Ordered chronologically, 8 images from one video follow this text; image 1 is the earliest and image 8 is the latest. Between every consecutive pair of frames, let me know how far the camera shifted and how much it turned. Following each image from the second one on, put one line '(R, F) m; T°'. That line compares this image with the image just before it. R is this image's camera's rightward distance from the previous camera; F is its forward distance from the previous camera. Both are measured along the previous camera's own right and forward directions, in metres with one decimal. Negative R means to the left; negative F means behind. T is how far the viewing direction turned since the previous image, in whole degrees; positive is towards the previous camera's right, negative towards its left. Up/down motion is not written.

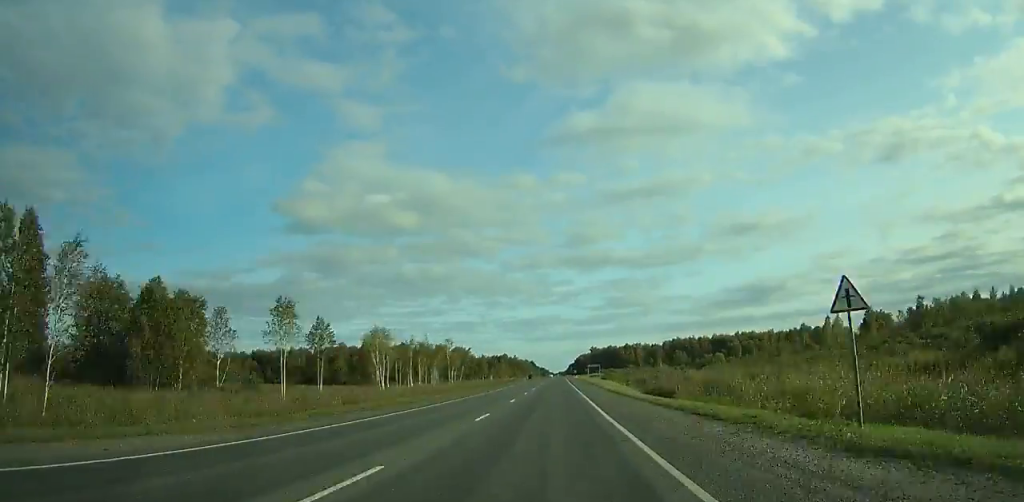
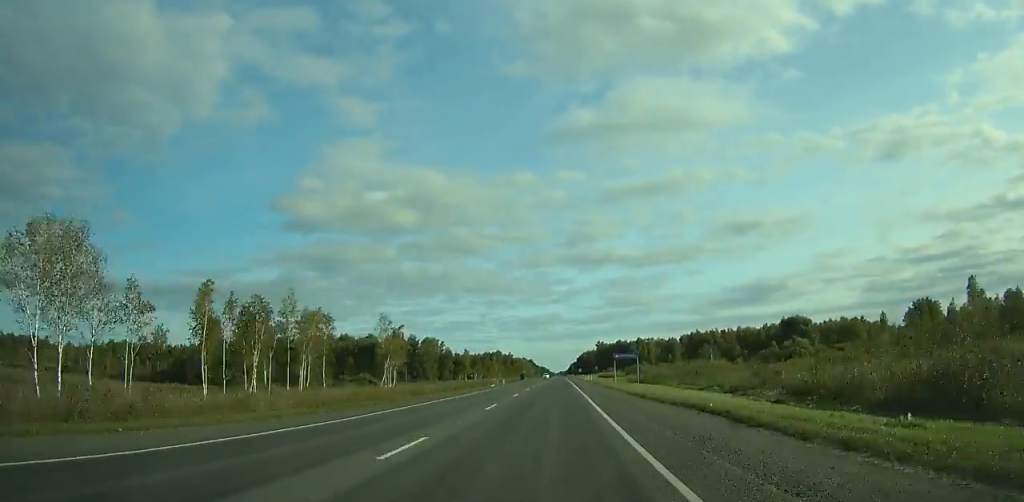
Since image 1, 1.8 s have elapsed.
(-1.0, +55.2) m; 0°
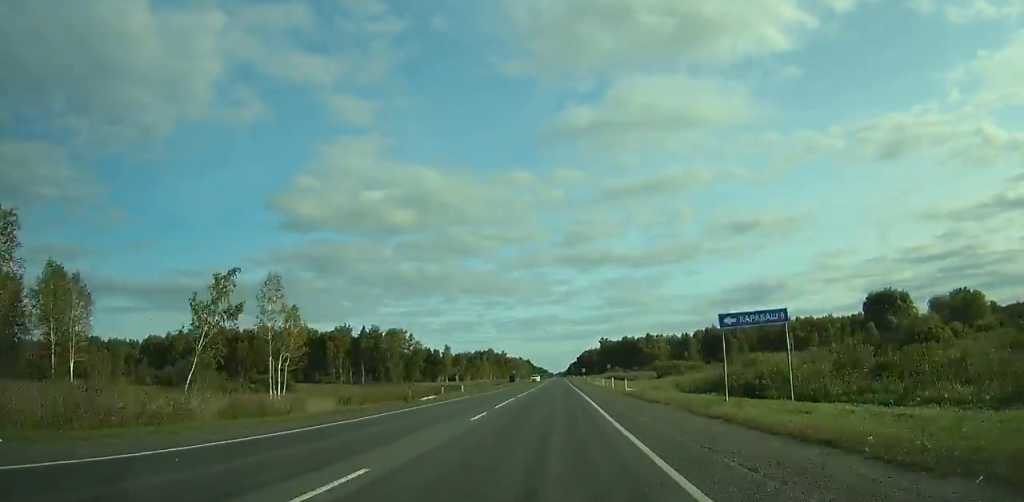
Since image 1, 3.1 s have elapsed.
(+1.7, +39.9) m; +1°
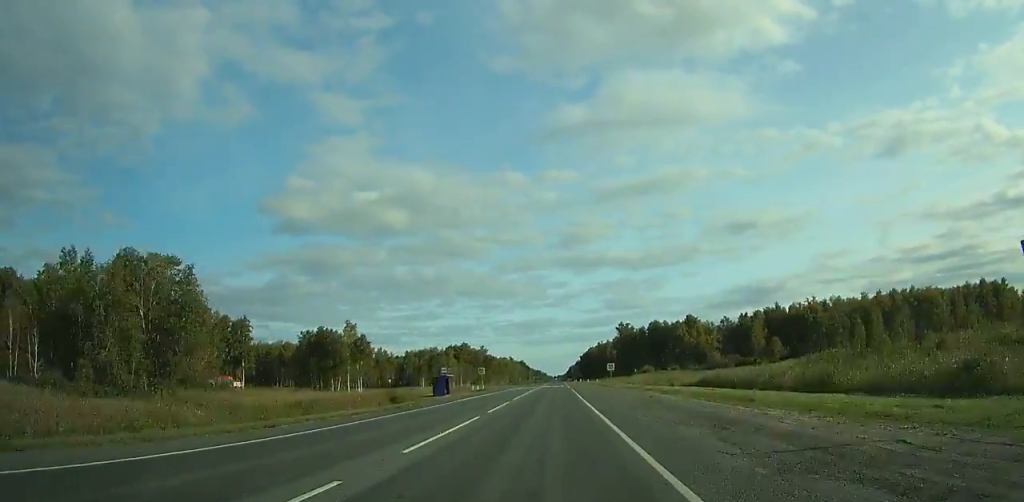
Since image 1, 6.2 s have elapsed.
(+1.6, +95.7) m; +1°
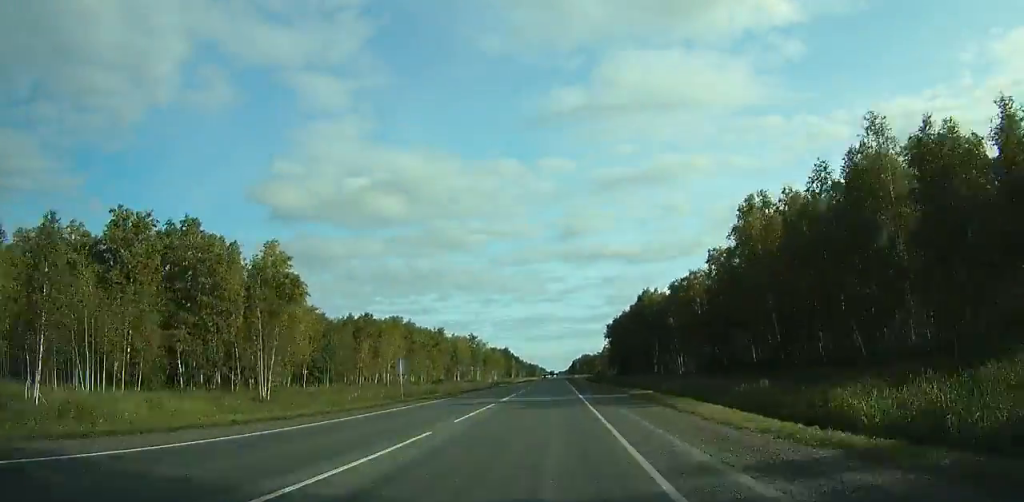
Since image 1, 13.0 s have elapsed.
(-0.3, +211.5) m; 0°
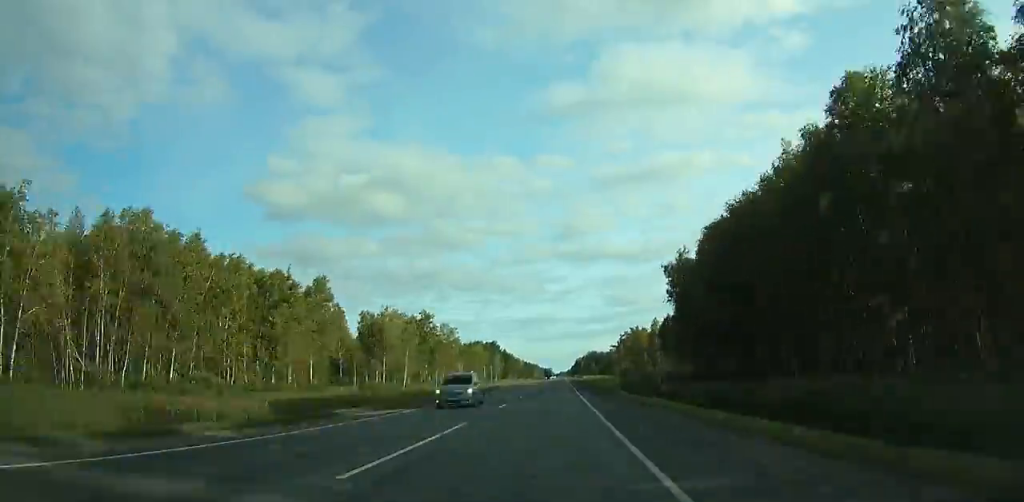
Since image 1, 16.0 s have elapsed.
(+0.1, +94.6) m; 0°
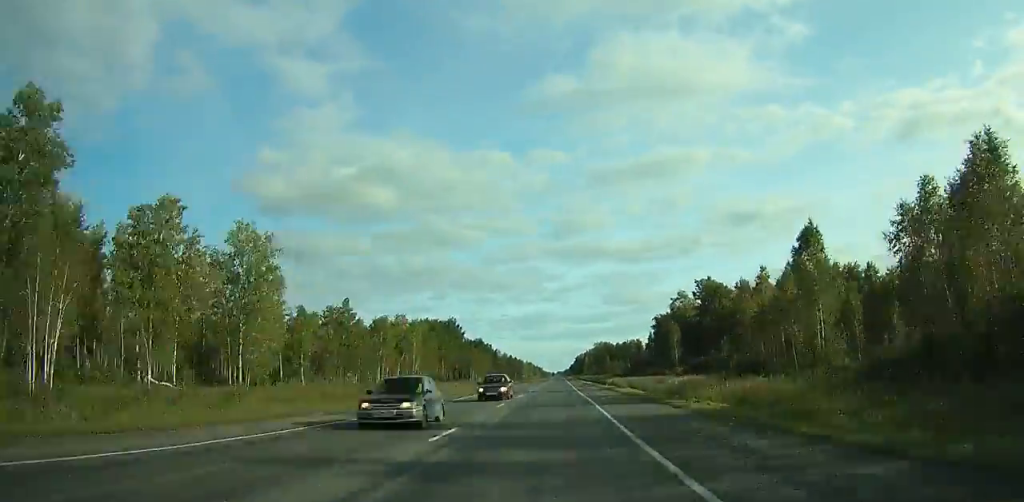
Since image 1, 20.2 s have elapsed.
(+17.9, +128.1) m; +8°
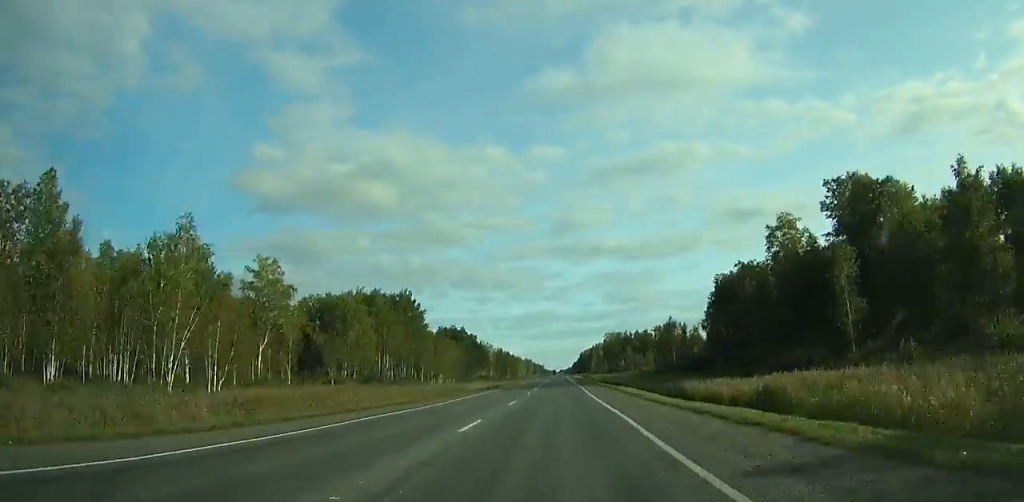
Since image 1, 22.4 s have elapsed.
(+9.1, +64.0) m; -9°
